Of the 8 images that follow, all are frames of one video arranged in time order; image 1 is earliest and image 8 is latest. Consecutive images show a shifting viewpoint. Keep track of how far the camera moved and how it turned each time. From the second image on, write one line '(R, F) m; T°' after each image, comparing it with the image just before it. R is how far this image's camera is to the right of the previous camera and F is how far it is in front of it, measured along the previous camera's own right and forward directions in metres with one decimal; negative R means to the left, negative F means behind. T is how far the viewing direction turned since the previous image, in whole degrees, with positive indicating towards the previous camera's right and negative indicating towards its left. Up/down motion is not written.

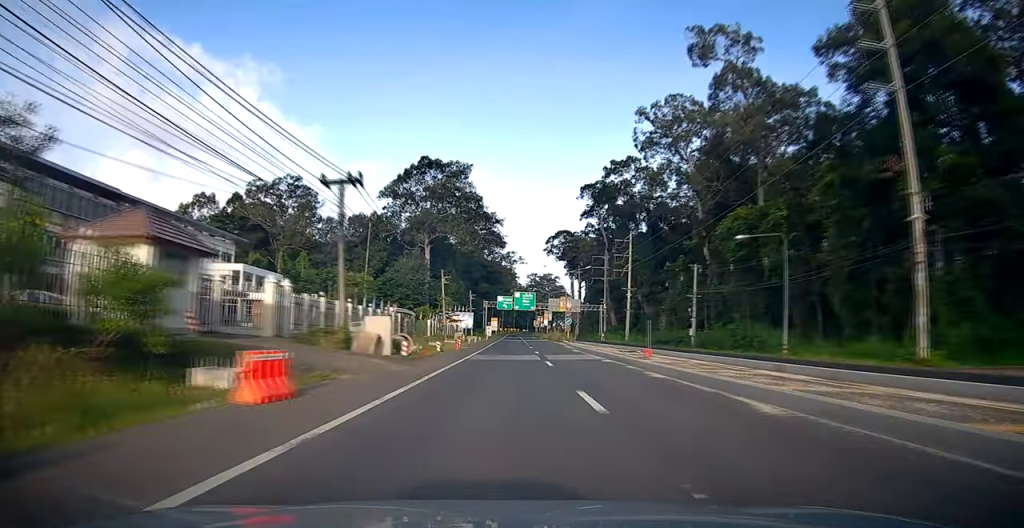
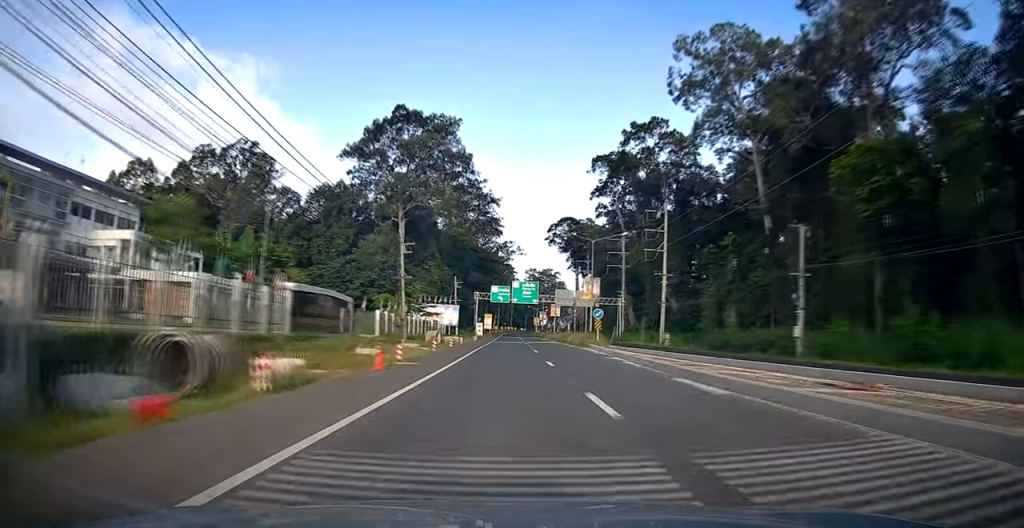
(+0.4, +24.3) m; +1°
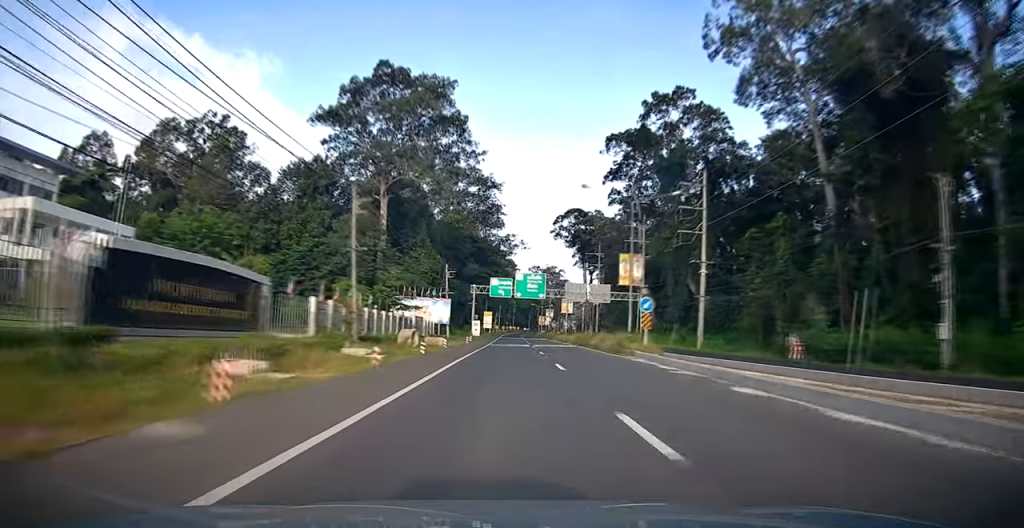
(-0.3, +14.5) m; -1°
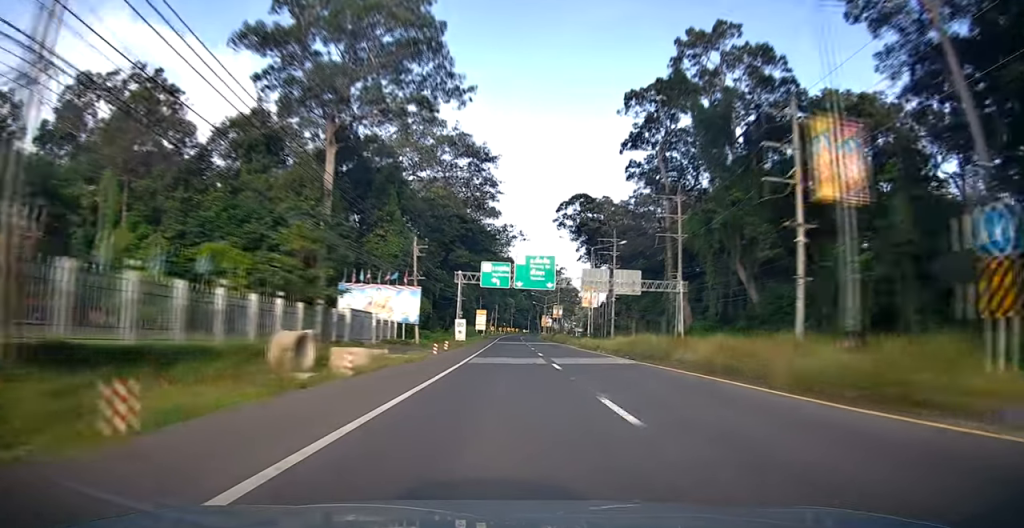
(-0.1, +21.9) m; 0°
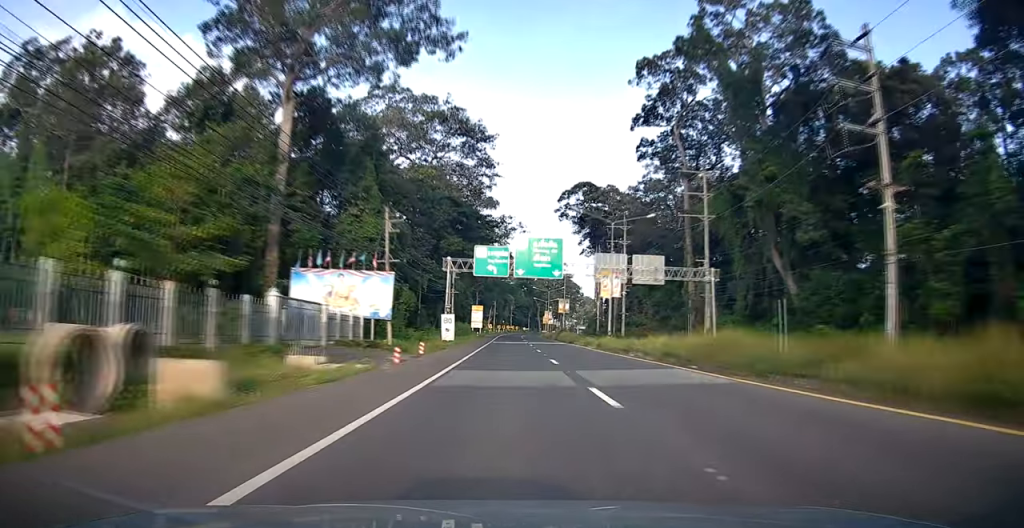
(+0.1, +10.7) m; 0°
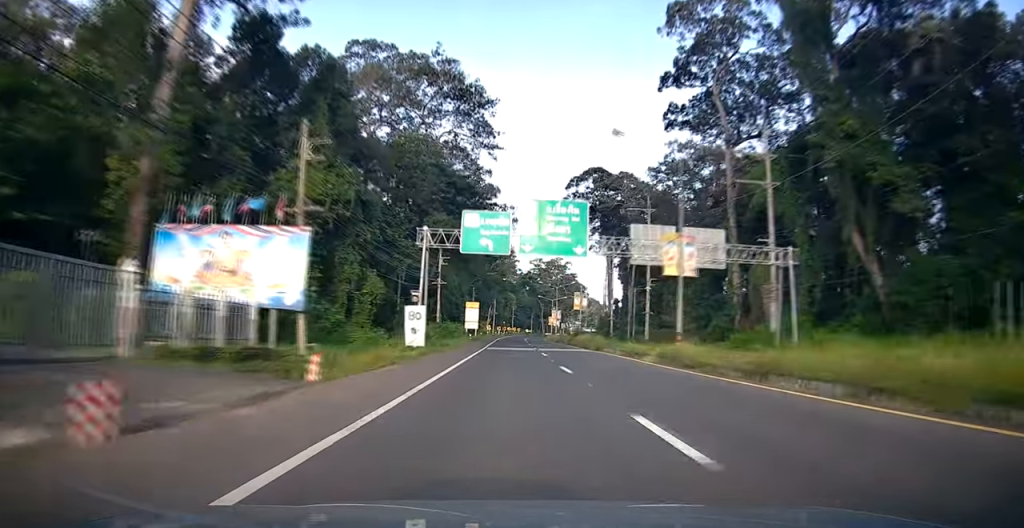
(0.0, +16.1) m; 0°
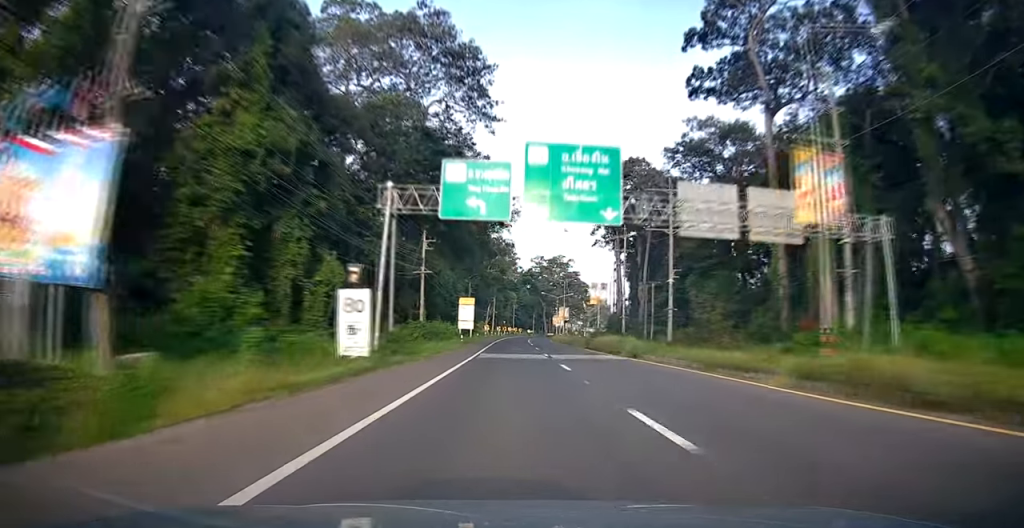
(0.0, +11.4) m; 0°
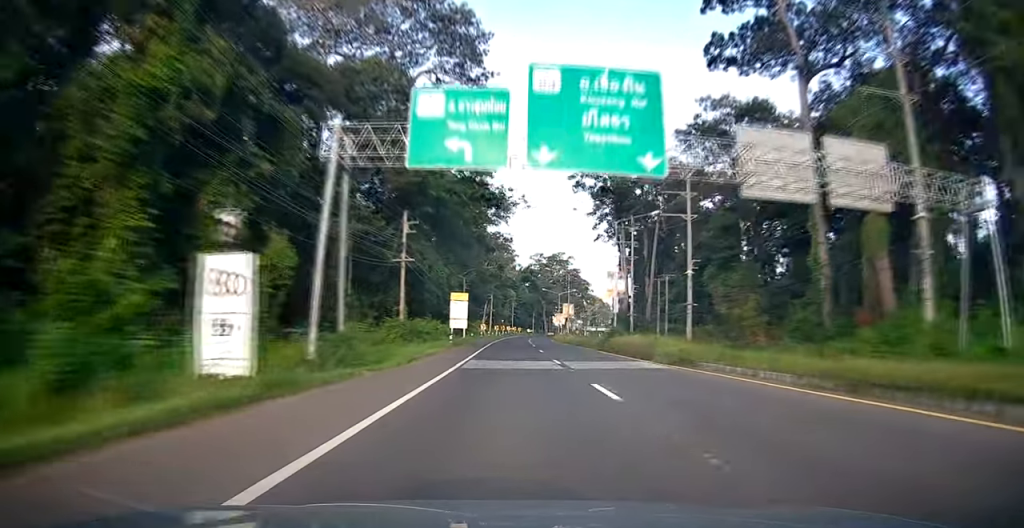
(0.0, +8.0) m; 0°
